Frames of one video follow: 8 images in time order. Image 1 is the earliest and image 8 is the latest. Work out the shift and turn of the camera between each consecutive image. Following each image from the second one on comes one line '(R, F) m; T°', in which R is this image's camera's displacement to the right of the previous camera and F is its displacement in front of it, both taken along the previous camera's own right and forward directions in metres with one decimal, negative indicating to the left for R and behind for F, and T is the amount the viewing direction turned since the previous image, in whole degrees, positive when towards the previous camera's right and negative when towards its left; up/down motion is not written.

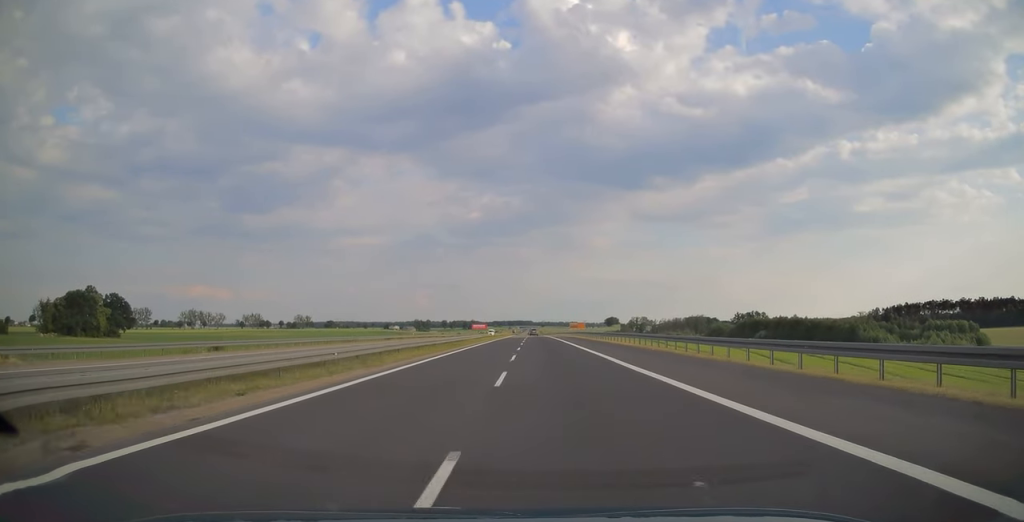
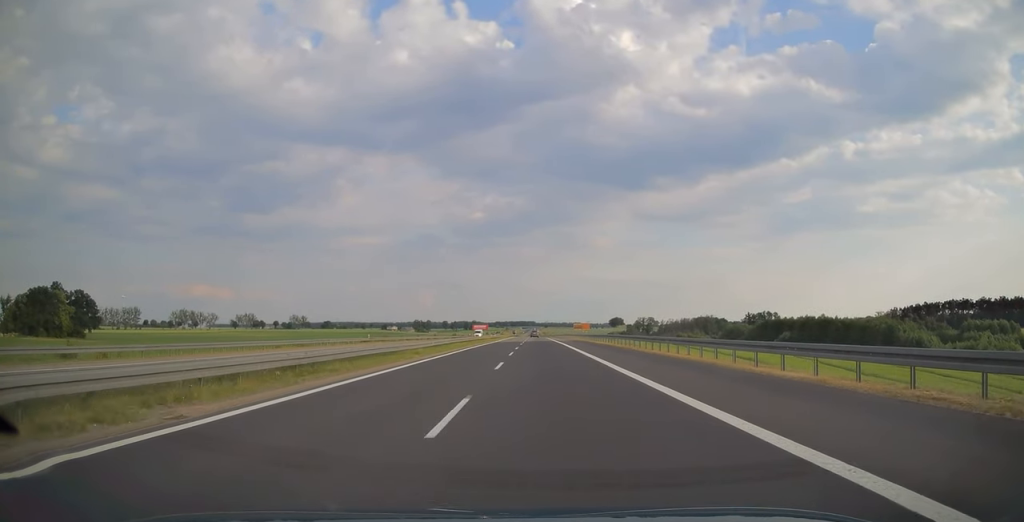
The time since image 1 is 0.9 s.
(0.0, +29.8) m; 0°
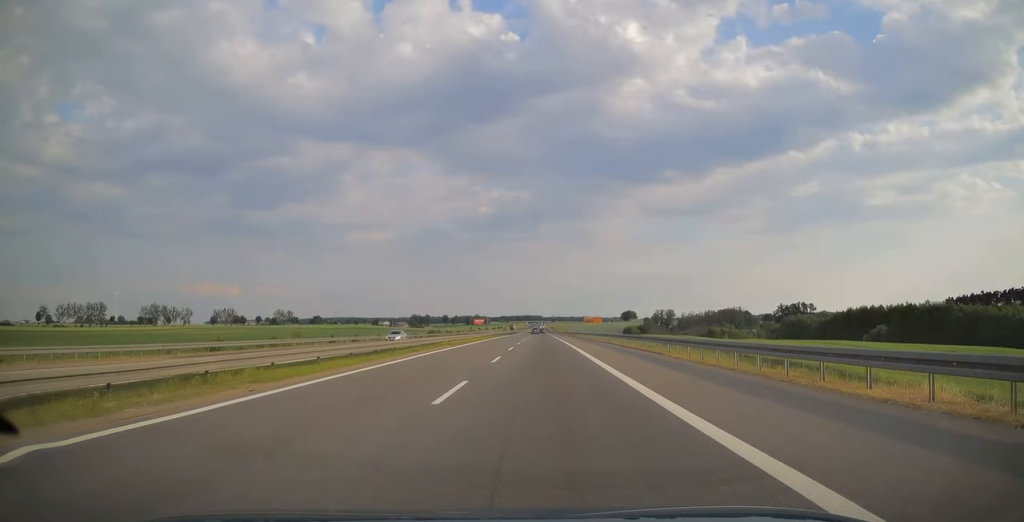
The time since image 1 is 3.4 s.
(-0.3, +81.1) m; 0°
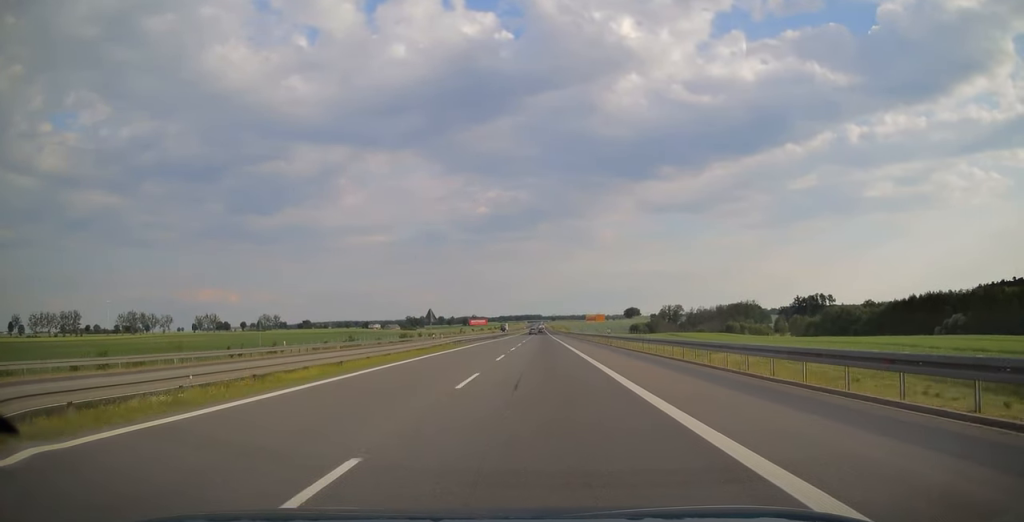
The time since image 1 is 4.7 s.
(0.0, +45.2) m; 0°
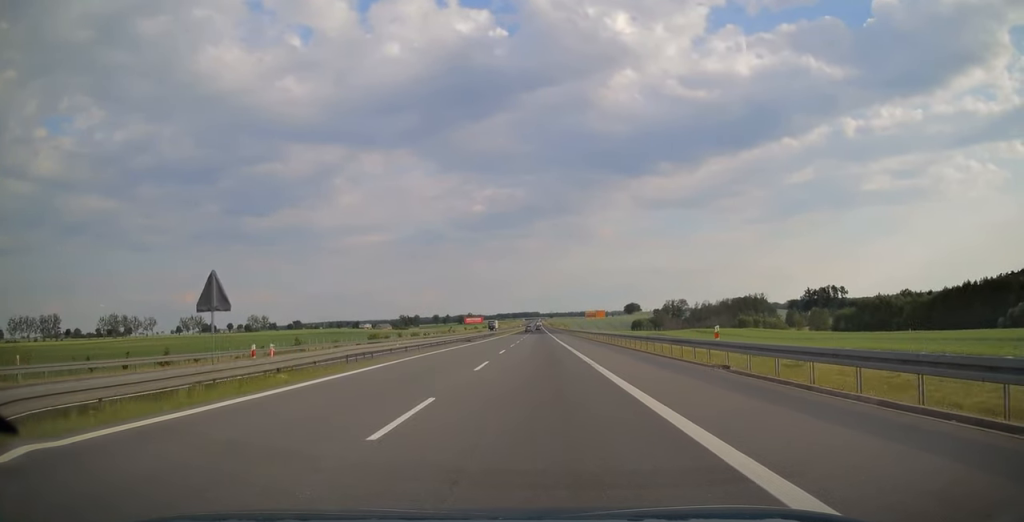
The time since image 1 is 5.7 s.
(-0.1, +30.9) m; 0°
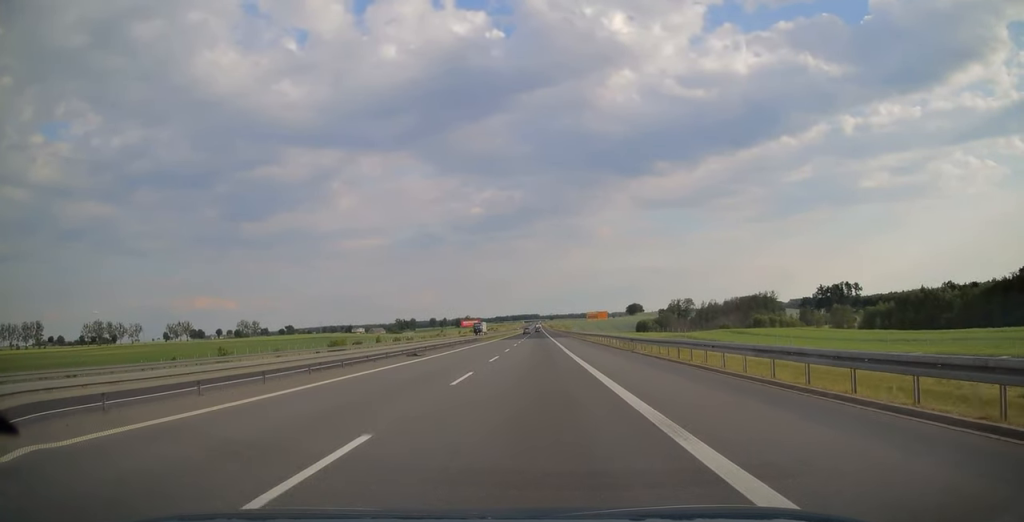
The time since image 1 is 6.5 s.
(+0.1, +28.1) m; 0°
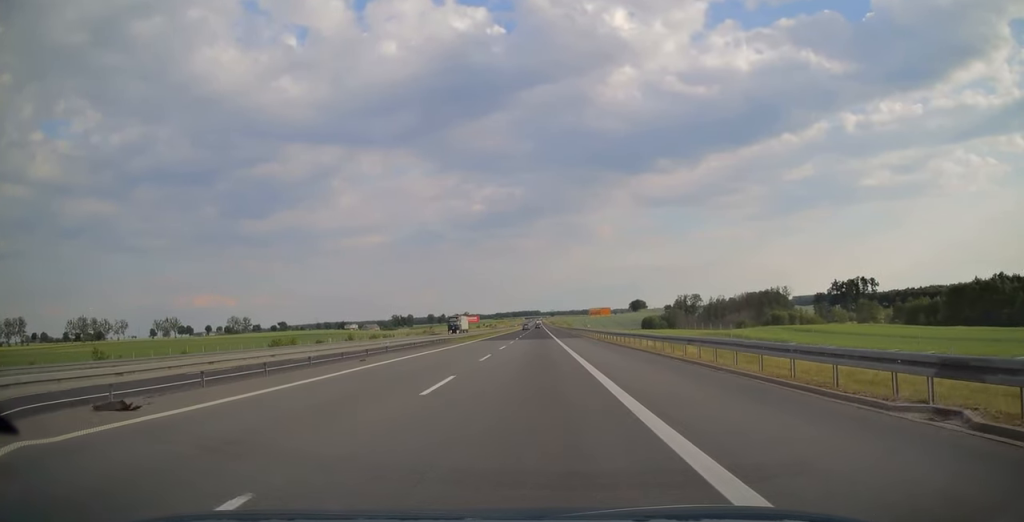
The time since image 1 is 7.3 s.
(0.0, +27.4) m; 0°
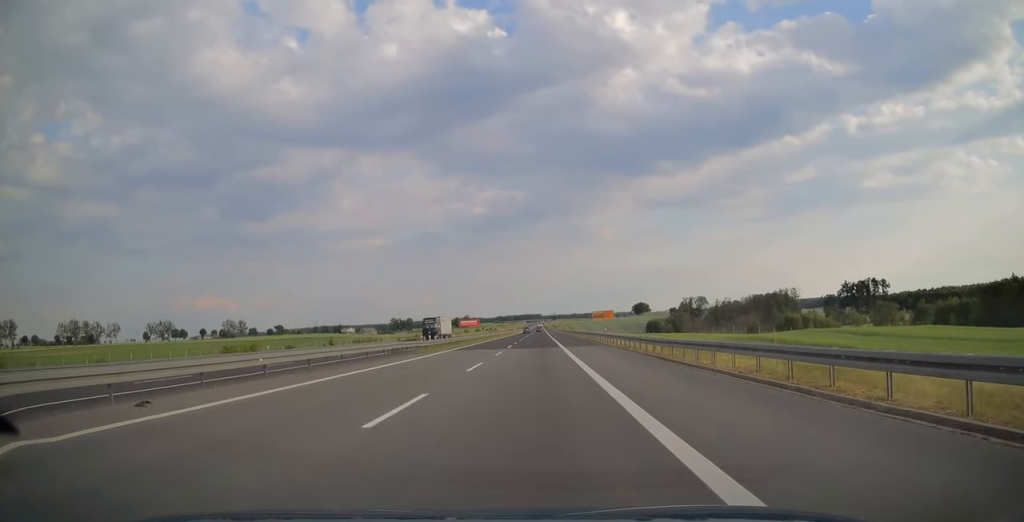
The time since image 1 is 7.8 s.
(0.0, +15.9) m; 0°
